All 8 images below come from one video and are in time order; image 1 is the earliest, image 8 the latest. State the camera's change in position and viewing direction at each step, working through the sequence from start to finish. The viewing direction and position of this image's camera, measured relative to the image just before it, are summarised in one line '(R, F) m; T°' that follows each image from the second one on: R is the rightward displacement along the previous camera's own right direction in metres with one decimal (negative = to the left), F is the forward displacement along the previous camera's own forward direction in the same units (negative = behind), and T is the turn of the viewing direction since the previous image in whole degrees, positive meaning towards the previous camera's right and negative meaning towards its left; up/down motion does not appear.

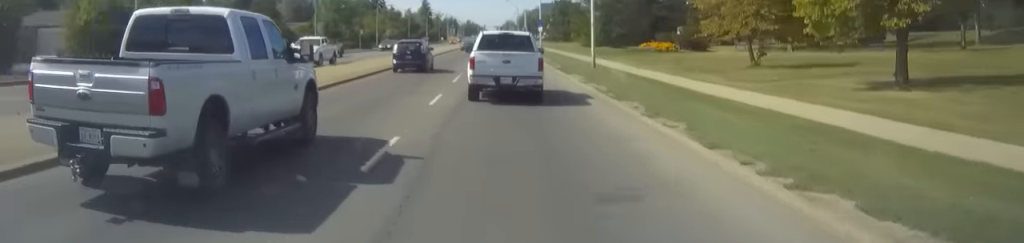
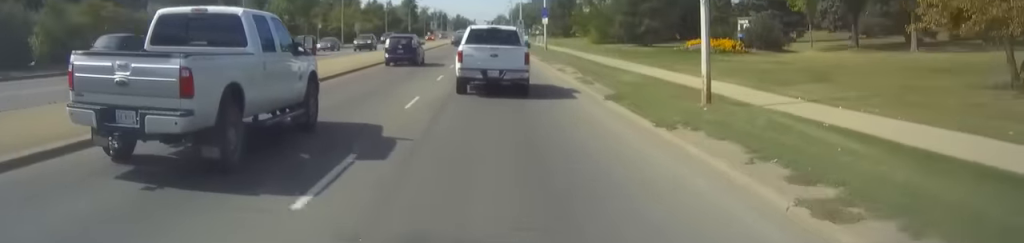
(0.0, +20.5) m; +1°
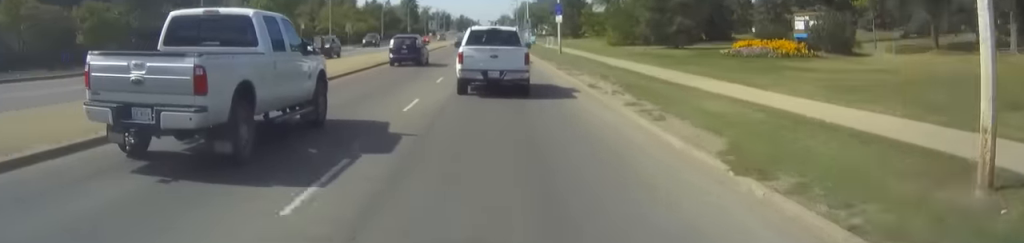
(+0.1, +9.4) m; 0°
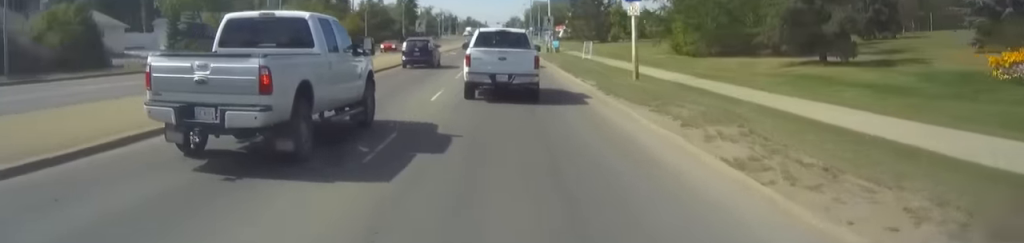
(-0.3, +23.9) m; 0°
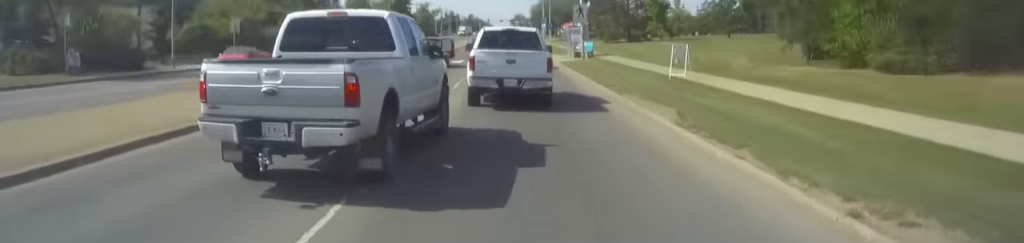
(+0.1, +22.3) m; 0°
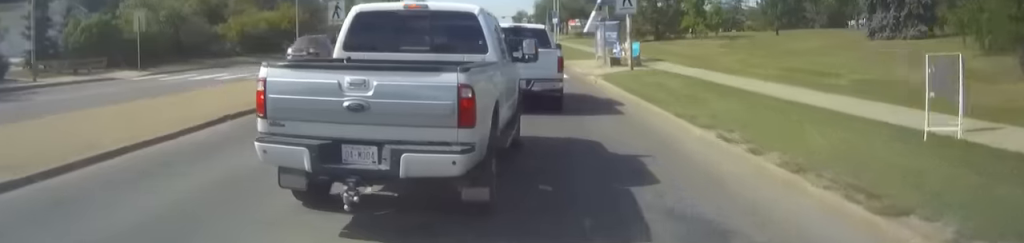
(-0.1, +14.3) m; -1°
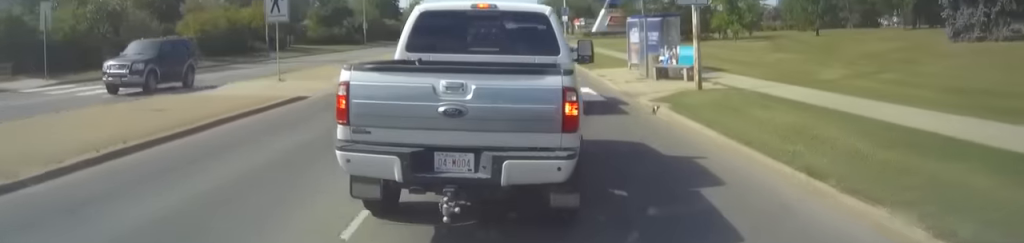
(-0.1, +9.1) m; -1°
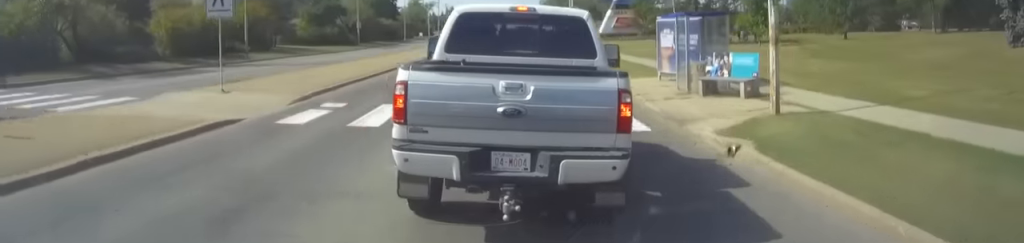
(0.0, +5.2) m; 0°
